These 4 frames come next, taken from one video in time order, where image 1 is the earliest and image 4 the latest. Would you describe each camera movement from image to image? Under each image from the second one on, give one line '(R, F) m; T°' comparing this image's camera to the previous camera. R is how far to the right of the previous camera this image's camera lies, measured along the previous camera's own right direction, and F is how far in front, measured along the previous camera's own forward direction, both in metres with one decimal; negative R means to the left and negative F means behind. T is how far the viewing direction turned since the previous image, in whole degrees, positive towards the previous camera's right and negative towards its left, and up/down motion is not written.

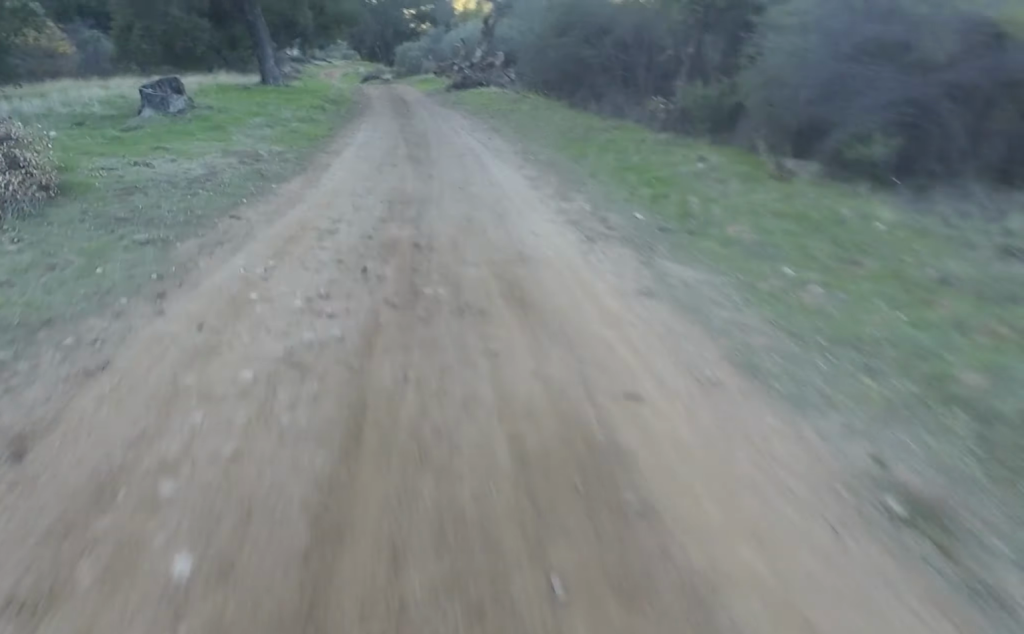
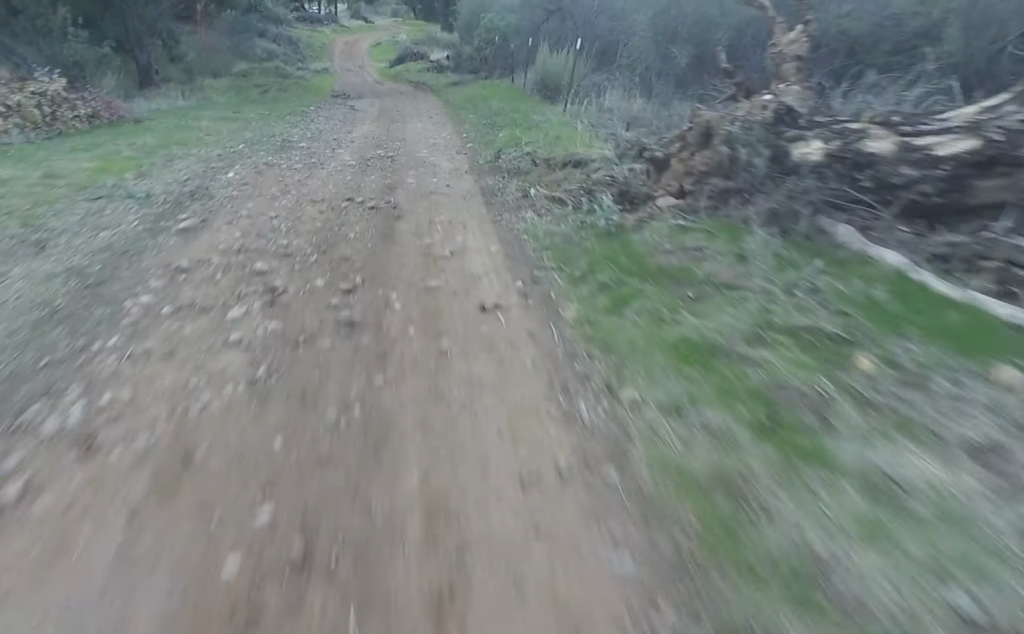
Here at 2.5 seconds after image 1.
(-2.1, +27.7) m; -11°
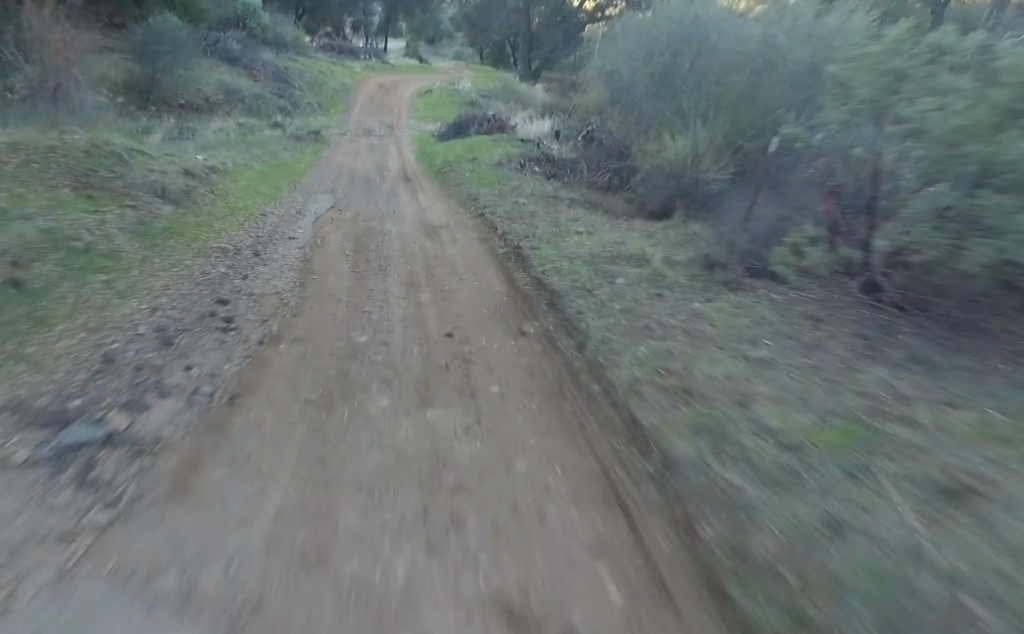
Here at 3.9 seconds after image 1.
(-0.6, +15.8) m; -2°
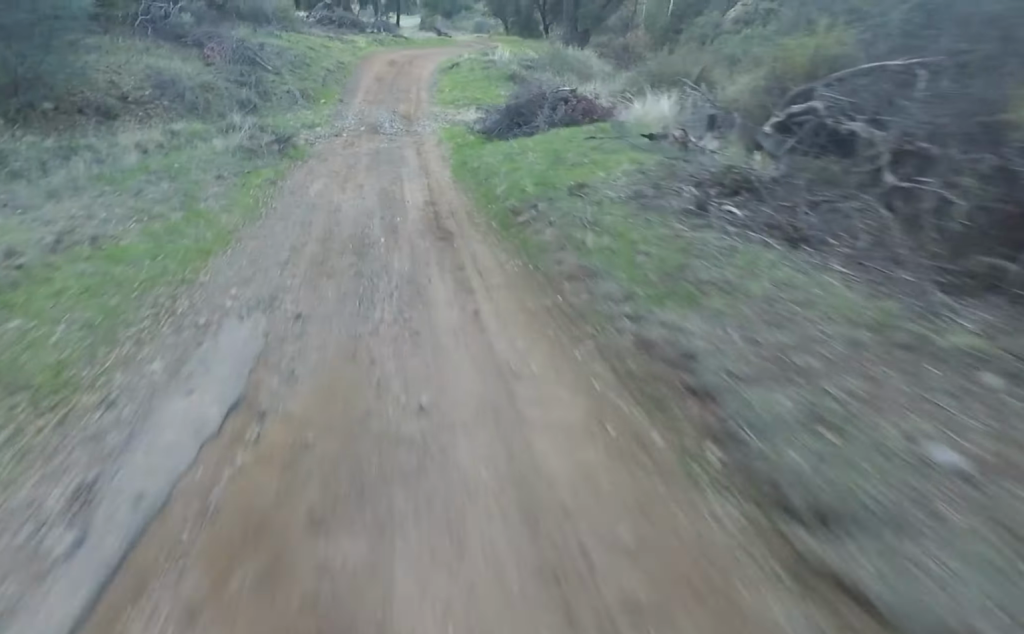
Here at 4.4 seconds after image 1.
(0.0, +6.1) m; +2°
